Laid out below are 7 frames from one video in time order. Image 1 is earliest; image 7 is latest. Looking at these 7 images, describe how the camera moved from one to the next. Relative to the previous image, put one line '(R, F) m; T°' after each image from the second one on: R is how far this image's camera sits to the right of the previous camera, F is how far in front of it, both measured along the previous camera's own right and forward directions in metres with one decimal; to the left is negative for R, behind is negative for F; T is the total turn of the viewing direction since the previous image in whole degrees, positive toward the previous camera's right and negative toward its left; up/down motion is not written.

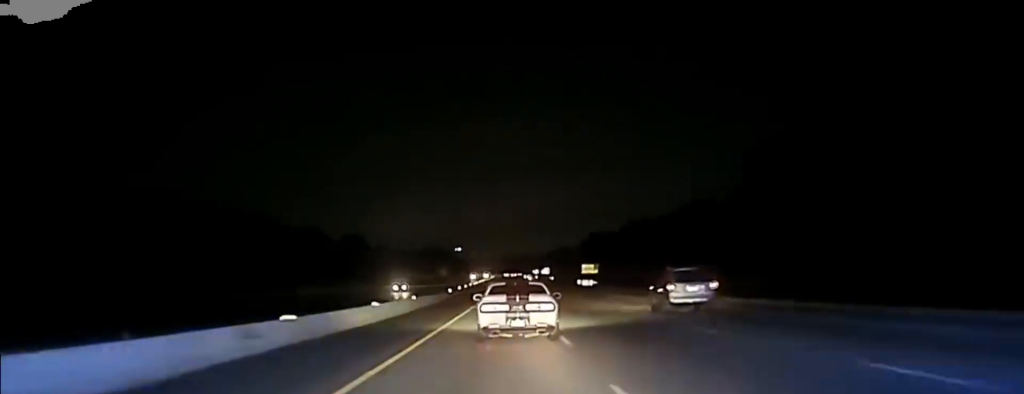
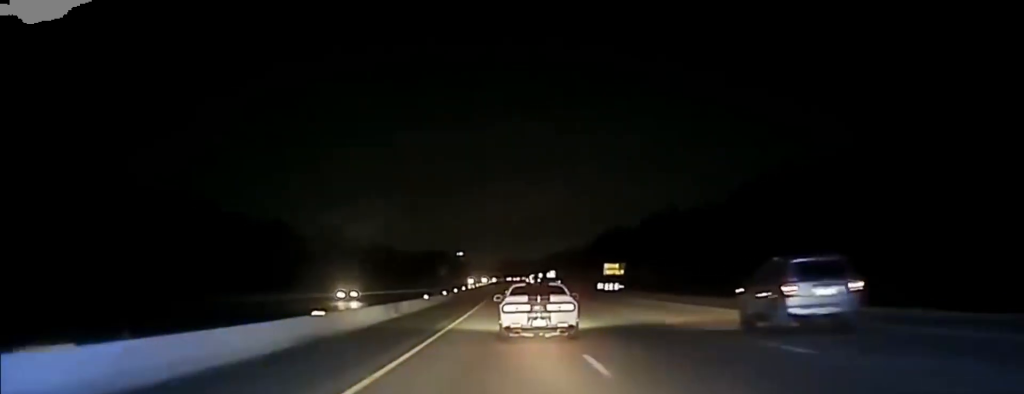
(+0.1, +30.7) m; 0°
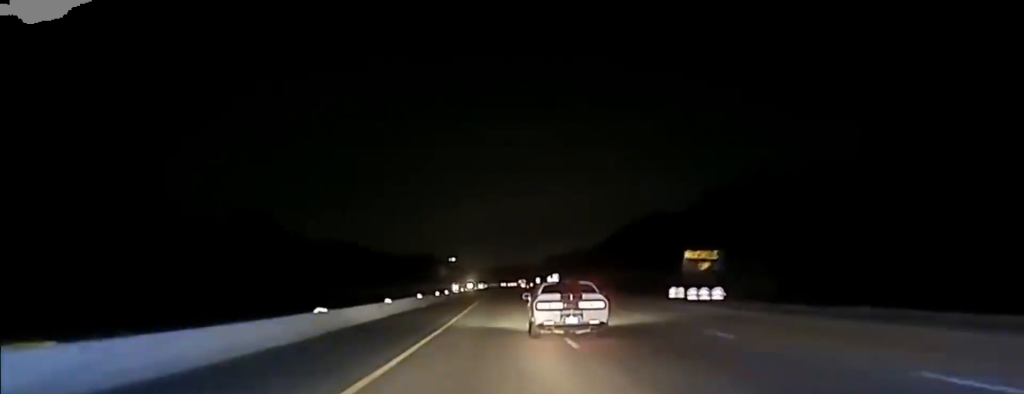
(-0.4, +54.3) m; 0°
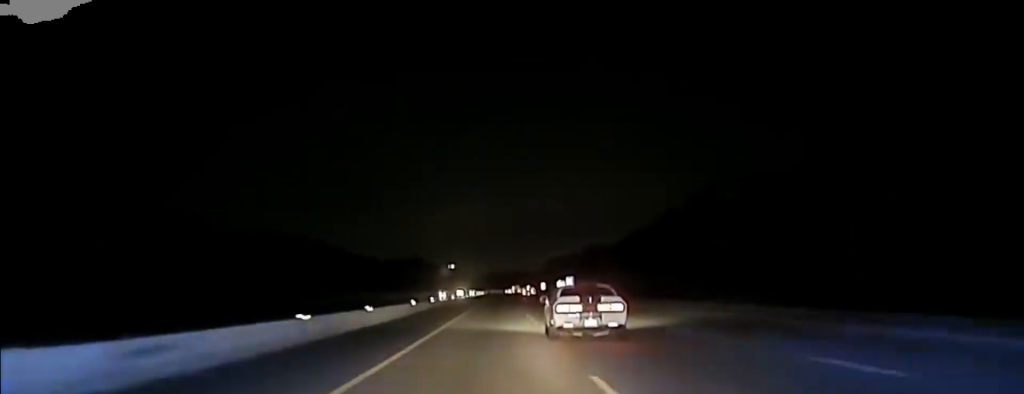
(+0.3, +59.2) m; +1°
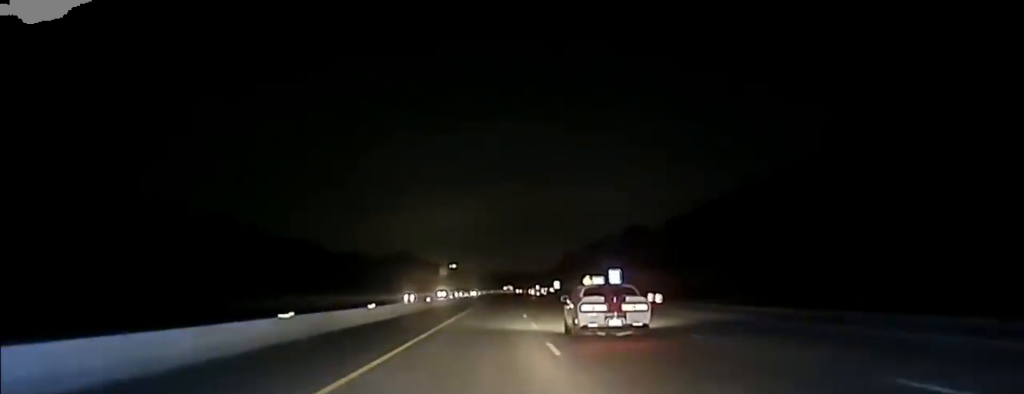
(+0.3, +75.4) m; 0°
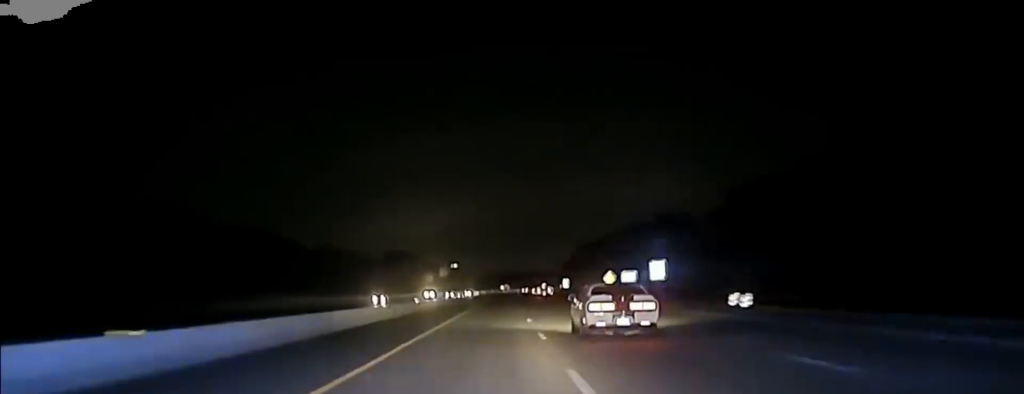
(-0.1, +33.6) m; 0°
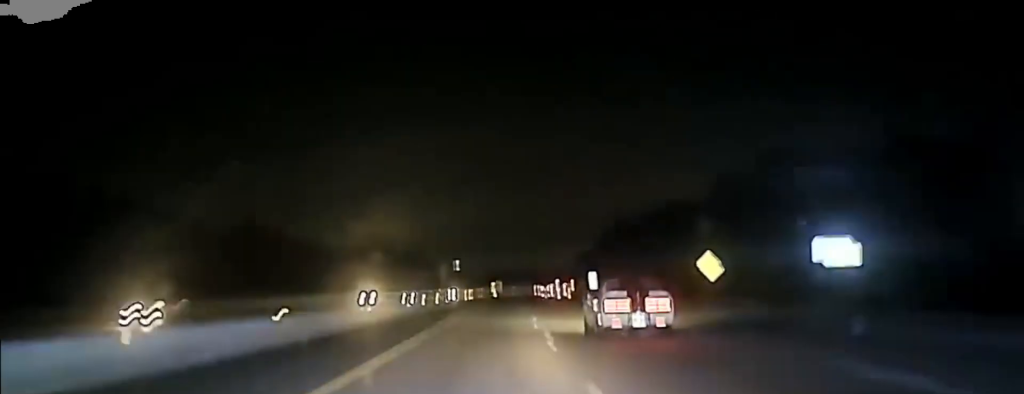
(-0.3, +62.5) m; 0°
